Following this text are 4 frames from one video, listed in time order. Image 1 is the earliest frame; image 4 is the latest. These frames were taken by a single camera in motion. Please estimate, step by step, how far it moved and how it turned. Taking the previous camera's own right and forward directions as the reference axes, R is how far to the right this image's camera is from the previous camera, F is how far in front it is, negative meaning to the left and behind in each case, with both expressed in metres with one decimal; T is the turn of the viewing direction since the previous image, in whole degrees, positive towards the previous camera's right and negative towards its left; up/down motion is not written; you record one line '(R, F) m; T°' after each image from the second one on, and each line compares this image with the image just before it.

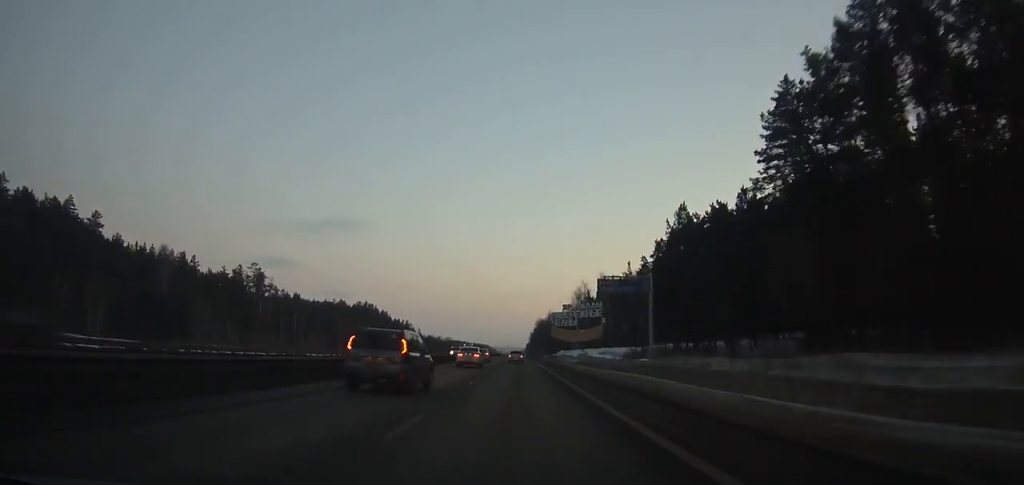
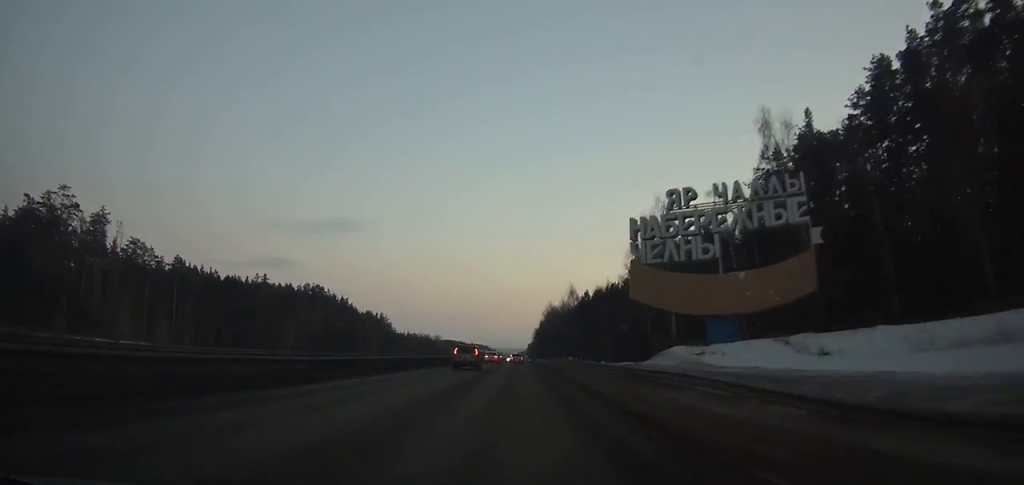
(-0.1, +93.6) m; 0°
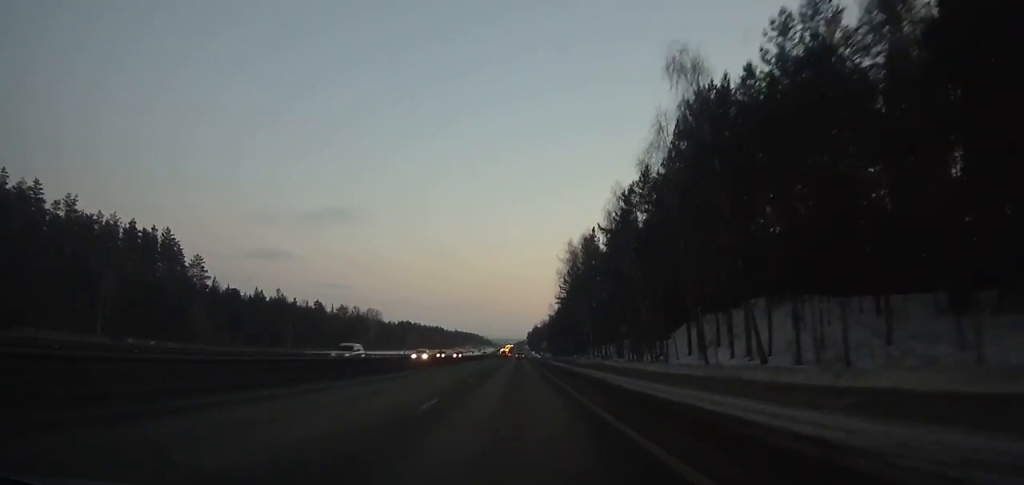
(+0.2, +250.7) m; 0°
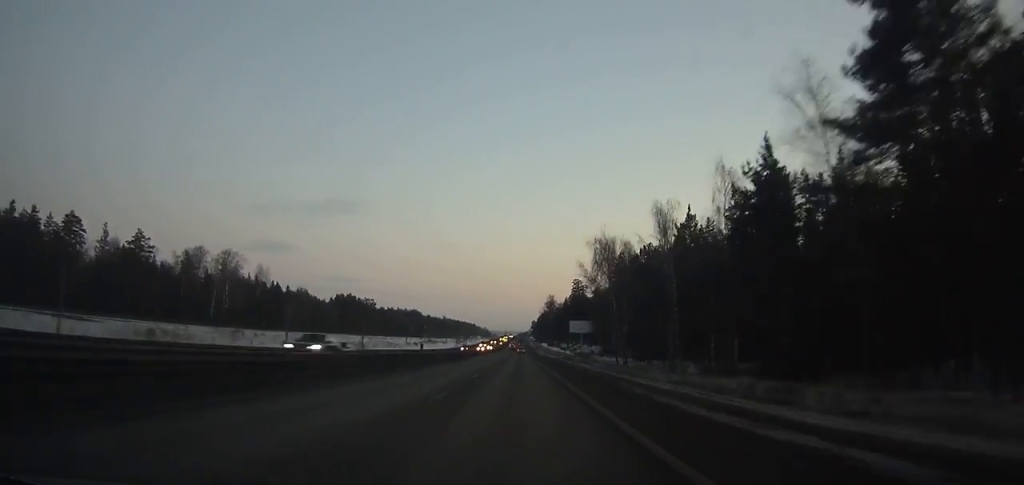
(+0.3, +167.0) m; 0°
